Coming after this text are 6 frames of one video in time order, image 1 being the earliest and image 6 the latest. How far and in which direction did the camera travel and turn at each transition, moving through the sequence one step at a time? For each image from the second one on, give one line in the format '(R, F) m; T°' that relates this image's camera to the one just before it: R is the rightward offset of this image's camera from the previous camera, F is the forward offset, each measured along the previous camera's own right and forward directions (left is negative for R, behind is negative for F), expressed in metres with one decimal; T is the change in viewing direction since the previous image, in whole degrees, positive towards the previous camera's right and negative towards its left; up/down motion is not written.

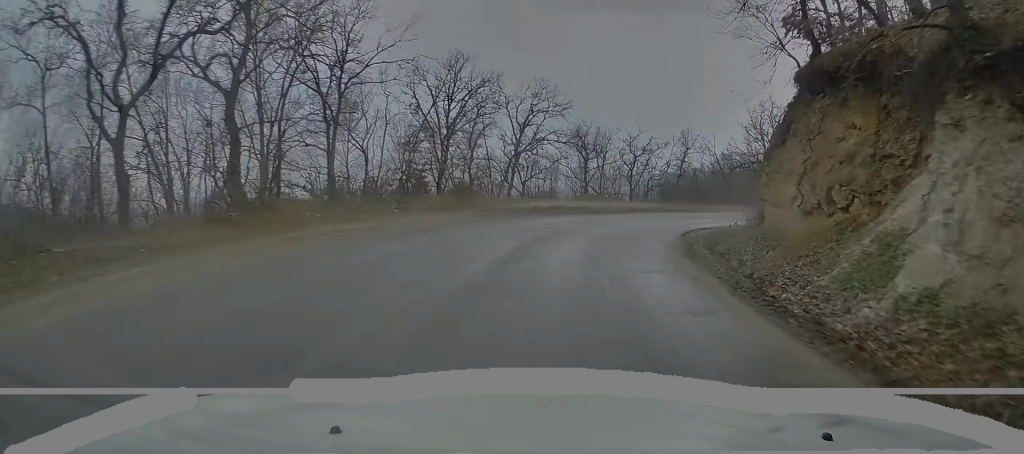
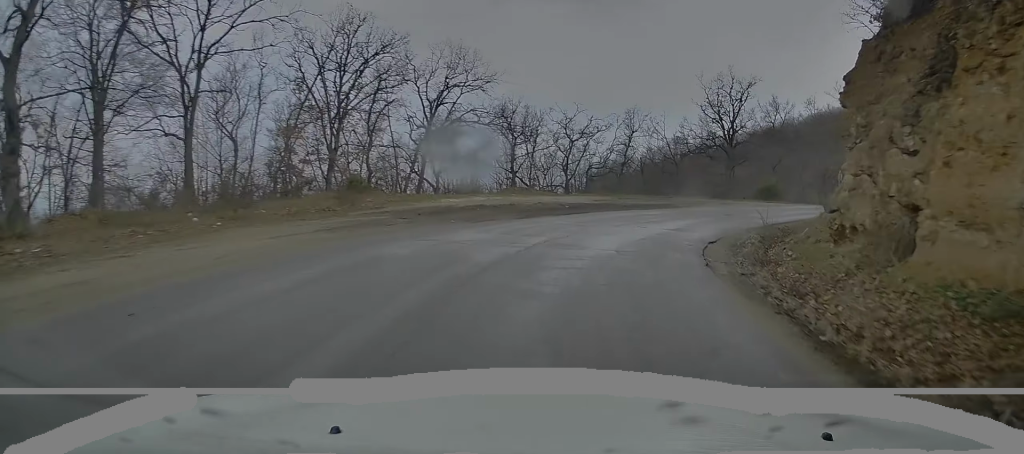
(+0.4, +9.7) m; +5°
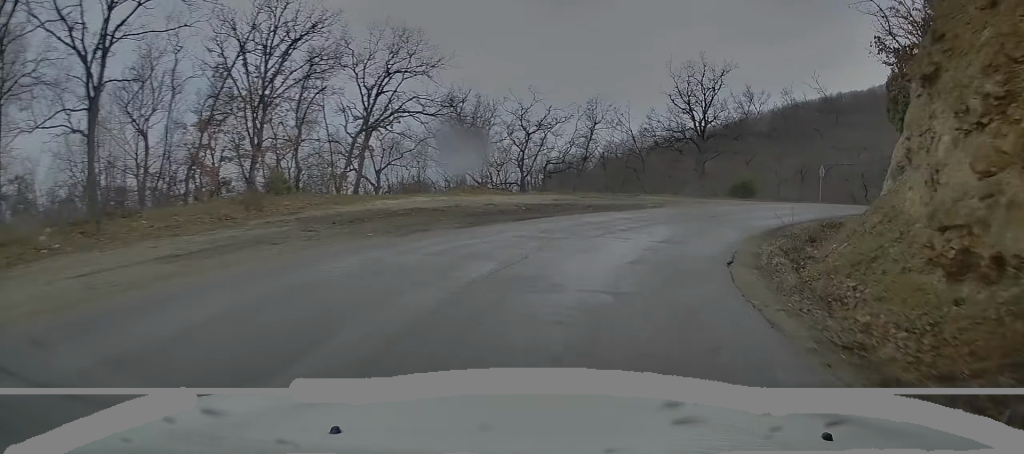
(+0.2, +4.8) m; +5°
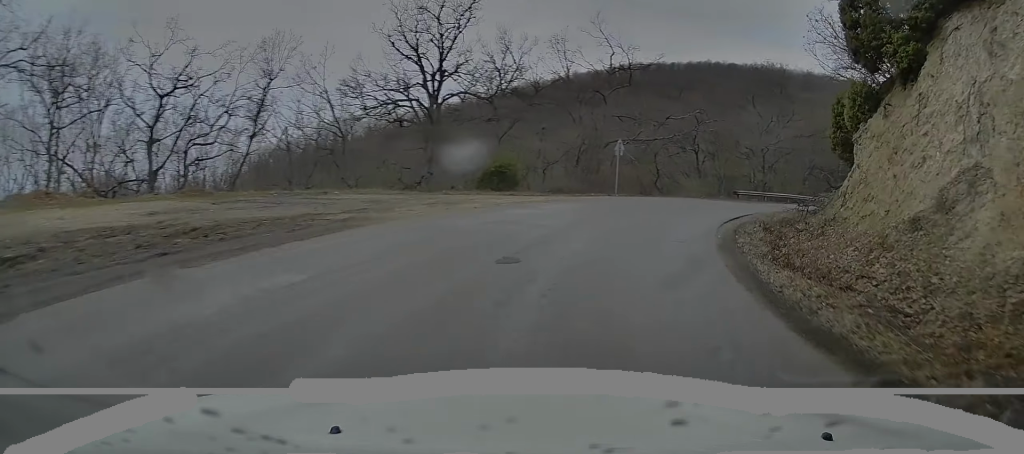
(+3.2, +16.8) m; +21°
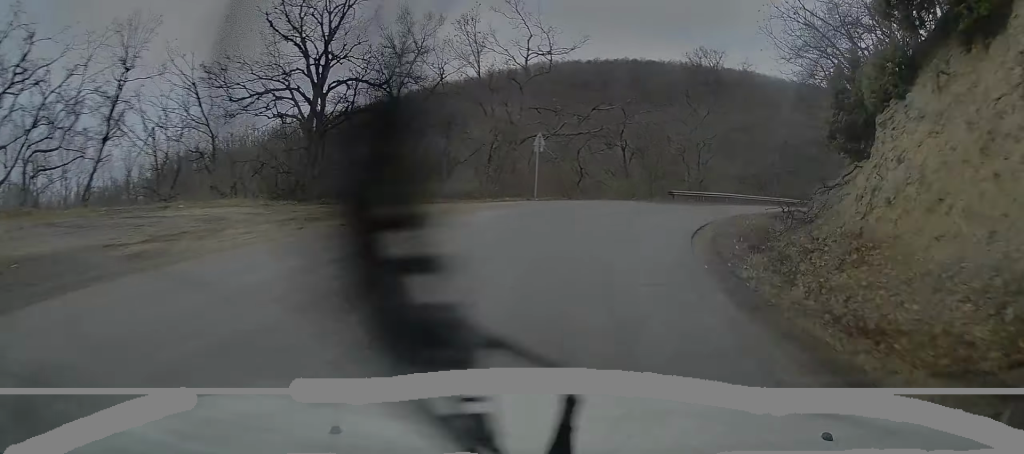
(+0.2, +5.5) m; +4°
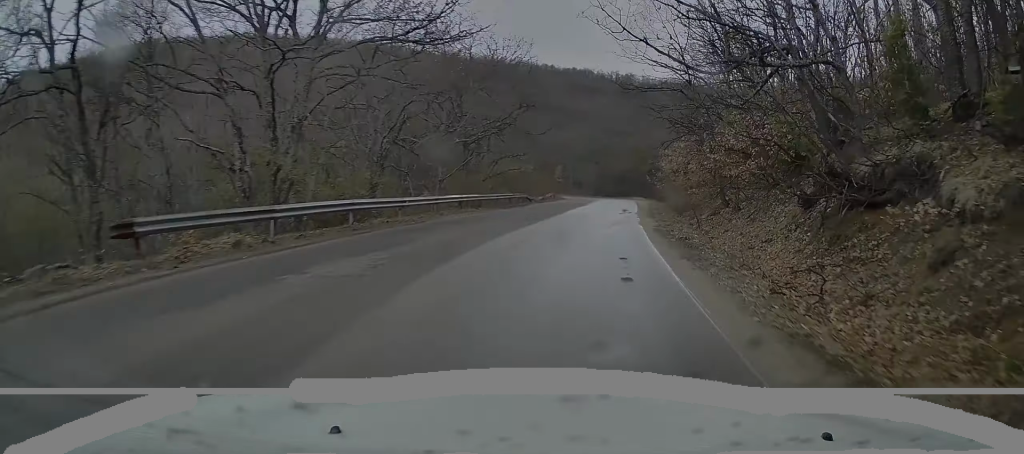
(+6.8, +28.6) m; +34°
